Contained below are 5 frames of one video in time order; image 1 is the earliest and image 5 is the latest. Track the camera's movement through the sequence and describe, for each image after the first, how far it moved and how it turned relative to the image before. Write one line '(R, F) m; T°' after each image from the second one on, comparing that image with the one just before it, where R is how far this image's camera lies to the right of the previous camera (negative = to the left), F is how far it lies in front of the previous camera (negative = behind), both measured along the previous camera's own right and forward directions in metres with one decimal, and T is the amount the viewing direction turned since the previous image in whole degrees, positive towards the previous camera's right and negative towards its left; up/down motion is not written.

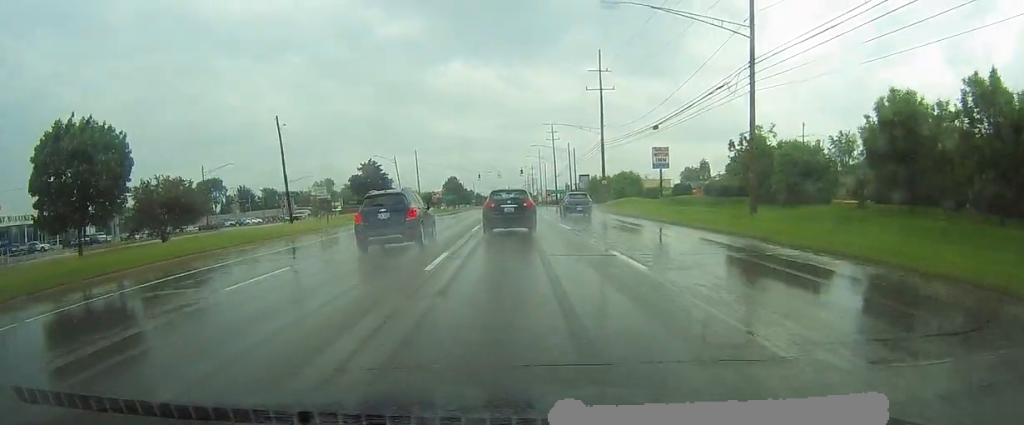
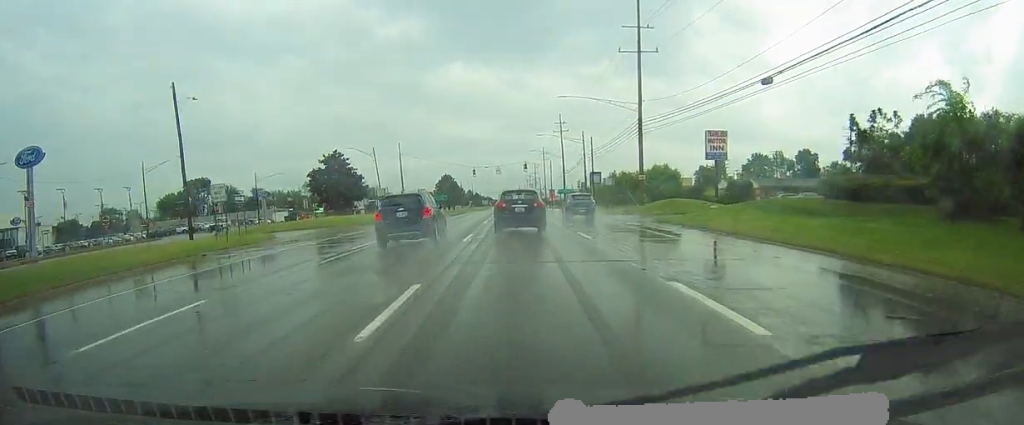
(+0.4, +20.9) m; +1°
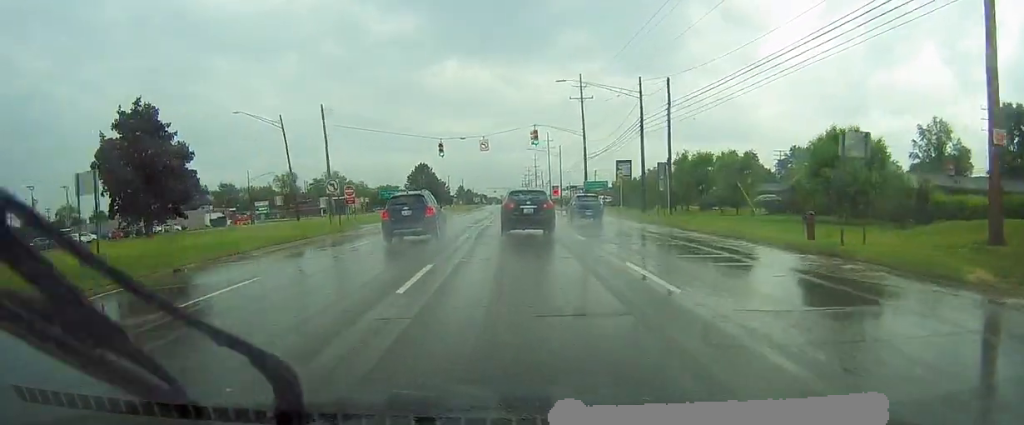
(-1.0, +42.6) m; -2°
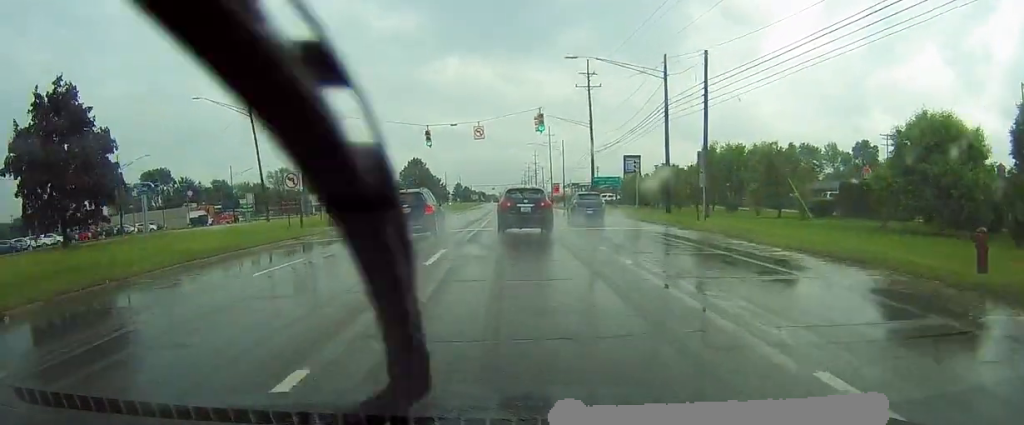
(0.0, +8.2) m; 0°
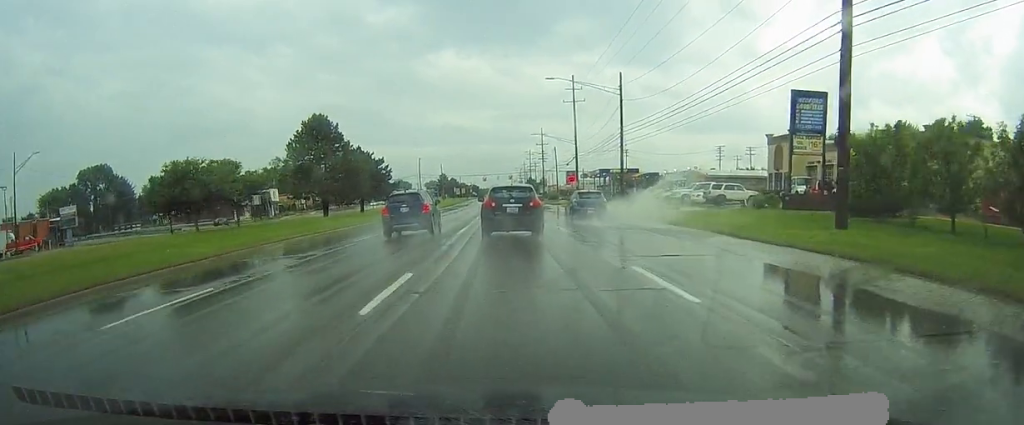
(+1.6, +63.6) m; +1°
